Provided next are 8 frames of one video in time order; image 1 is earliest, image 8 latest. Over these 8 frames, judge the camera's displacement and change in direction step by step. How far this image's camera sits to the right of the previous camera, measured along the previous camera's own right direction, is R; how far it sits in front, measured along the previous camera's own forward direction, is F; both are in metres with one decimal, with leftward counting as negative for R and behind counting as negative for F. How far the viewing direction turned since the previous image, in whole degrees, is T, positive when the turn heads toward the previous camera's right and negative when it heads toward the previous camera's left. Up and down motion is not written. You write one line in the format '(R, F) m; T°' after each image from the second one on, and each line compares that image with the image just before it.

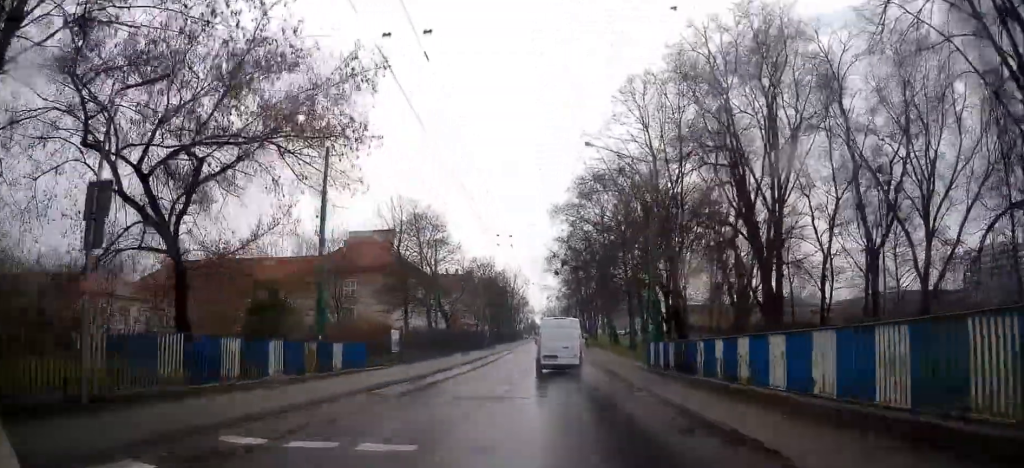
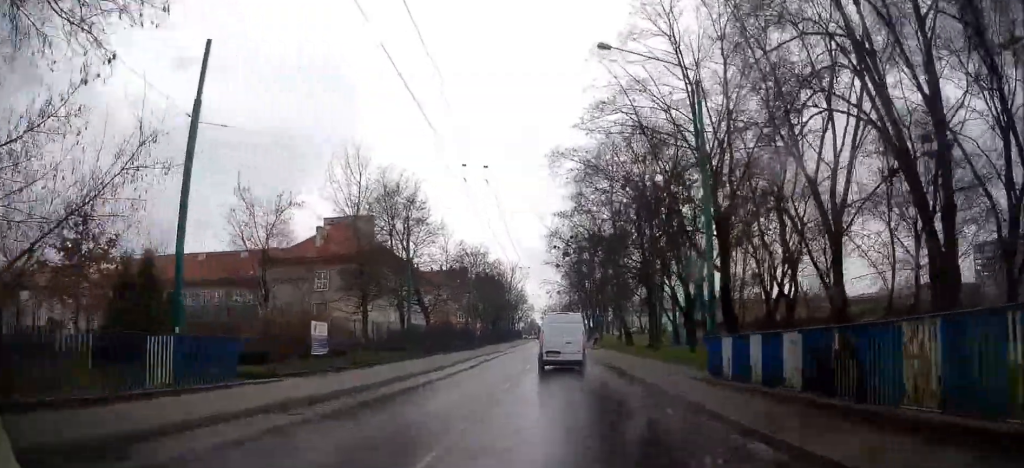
(0.0, +10.7) m; 0°
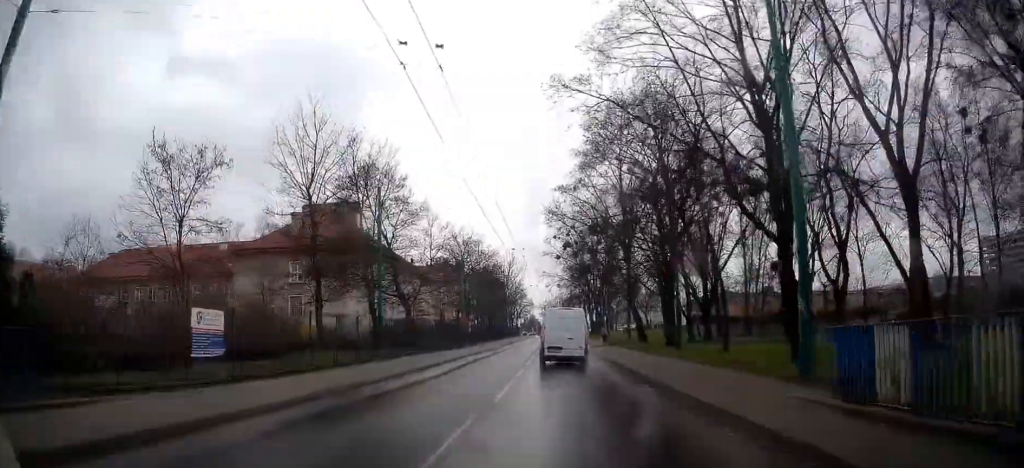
(0.0, +7.4) m; 0°
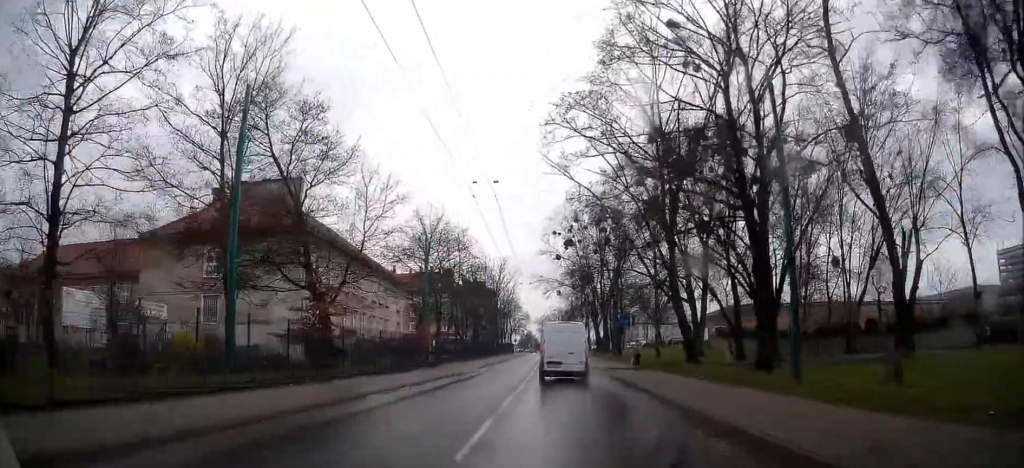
(+0.3, +17.0) m; +1°
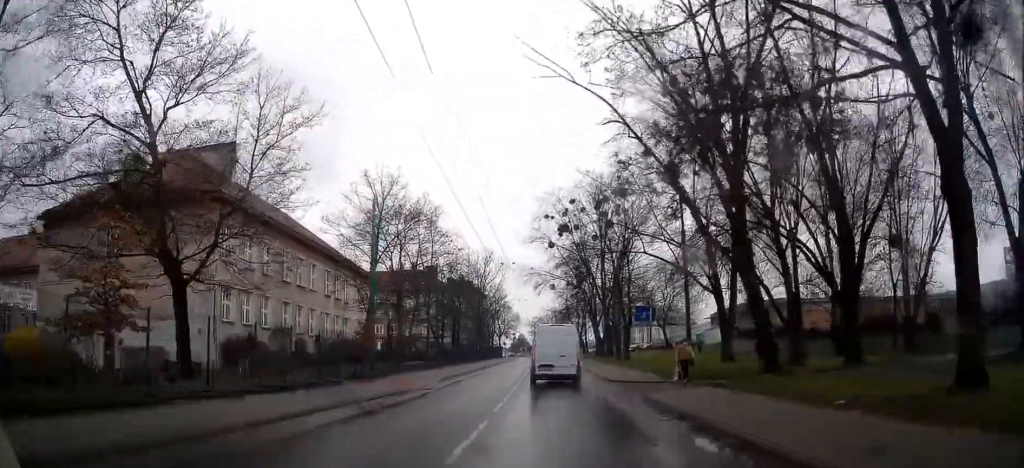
(-0.1, +12.0) m; 0°
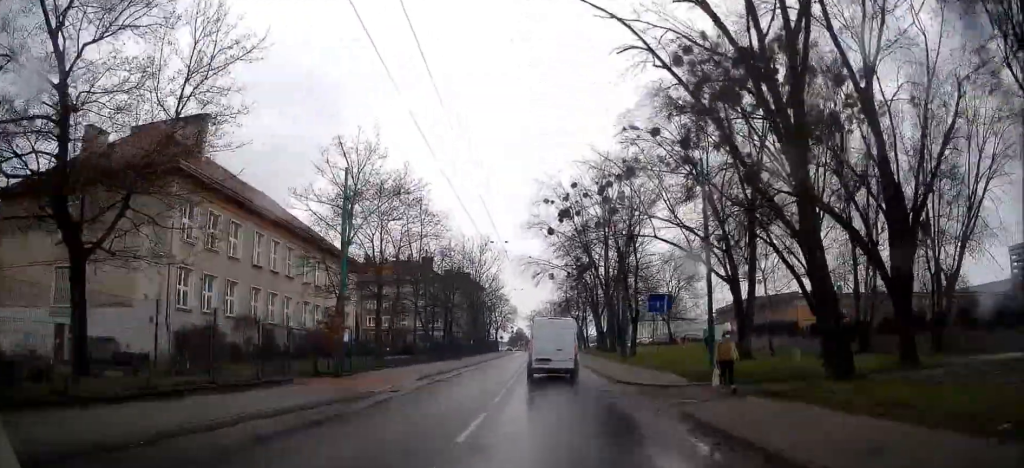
(-0.1, +4.8) m; 0°
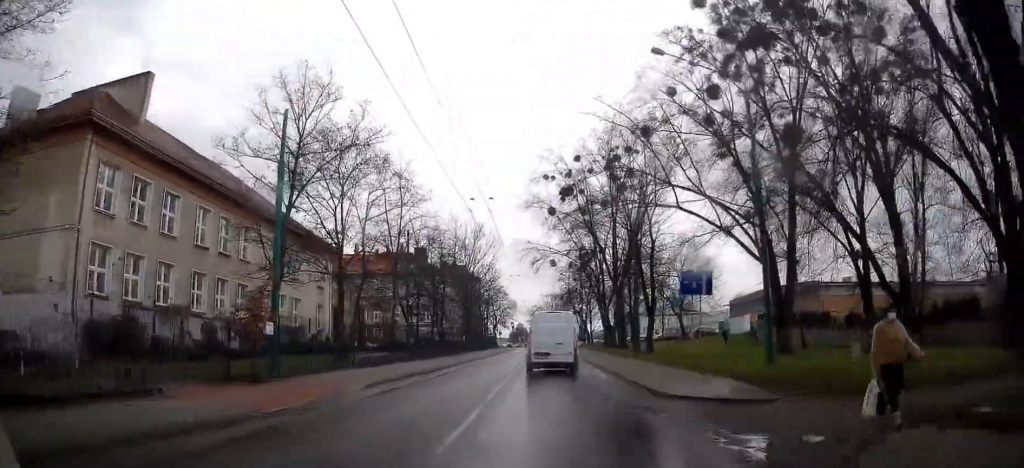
(+0.2, +7.4) m; 0°
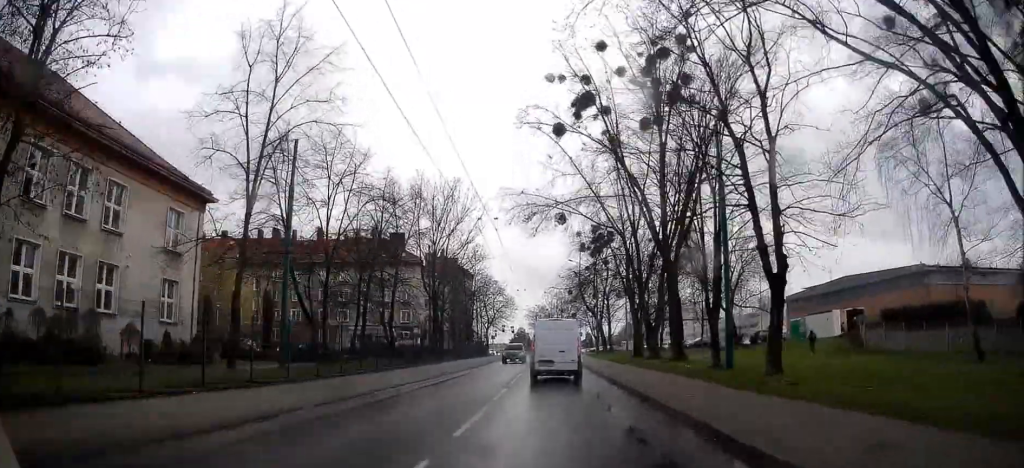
(-0.5, +23.5) m; -2°
